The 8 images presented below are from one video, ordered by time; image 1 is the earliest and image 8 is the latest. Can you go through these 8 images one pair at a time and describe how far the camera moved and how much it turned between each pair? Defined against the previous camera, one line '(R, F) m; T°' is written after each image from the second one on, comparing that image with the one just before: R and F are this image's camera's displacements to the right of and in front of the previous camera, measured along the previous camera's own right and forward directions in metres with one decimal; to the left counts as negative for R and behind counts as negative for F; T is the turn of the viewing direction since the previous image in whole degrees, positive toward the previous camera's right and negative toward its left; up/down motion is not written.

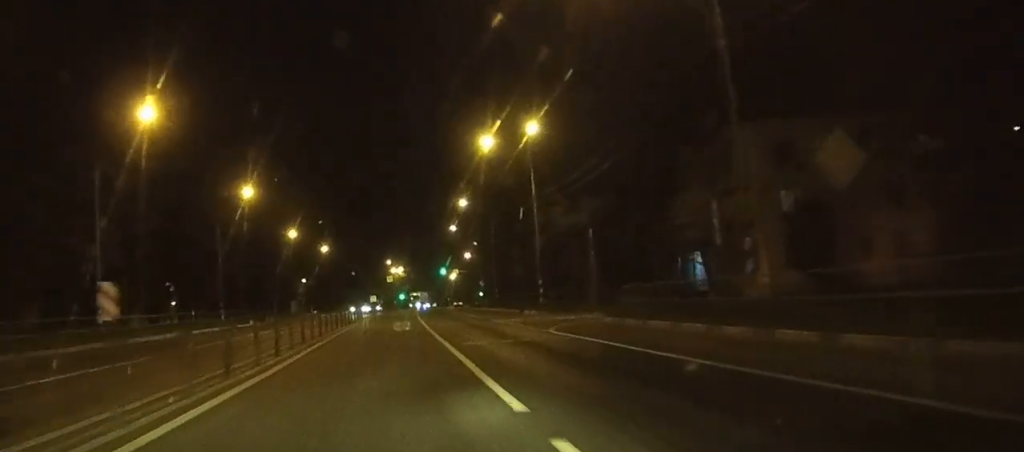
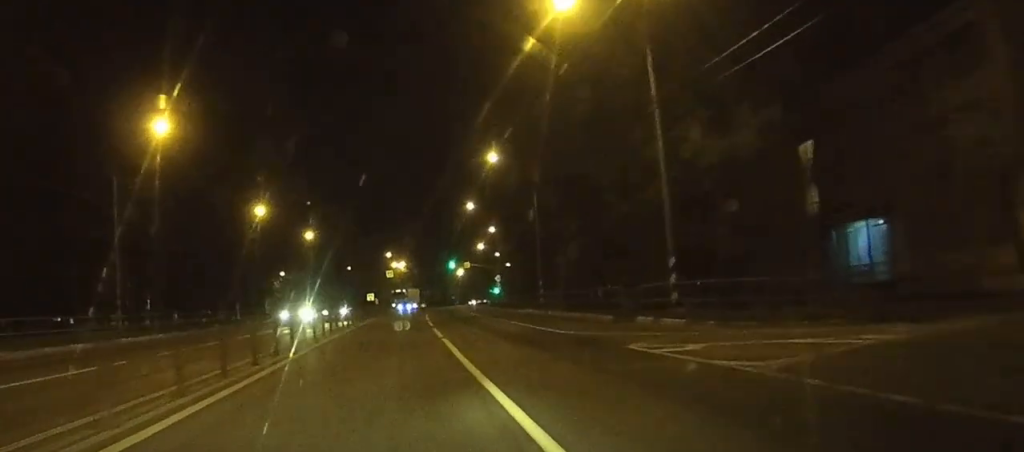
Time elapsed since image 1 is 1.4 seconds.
(+0.1, +26.4) m; 0°
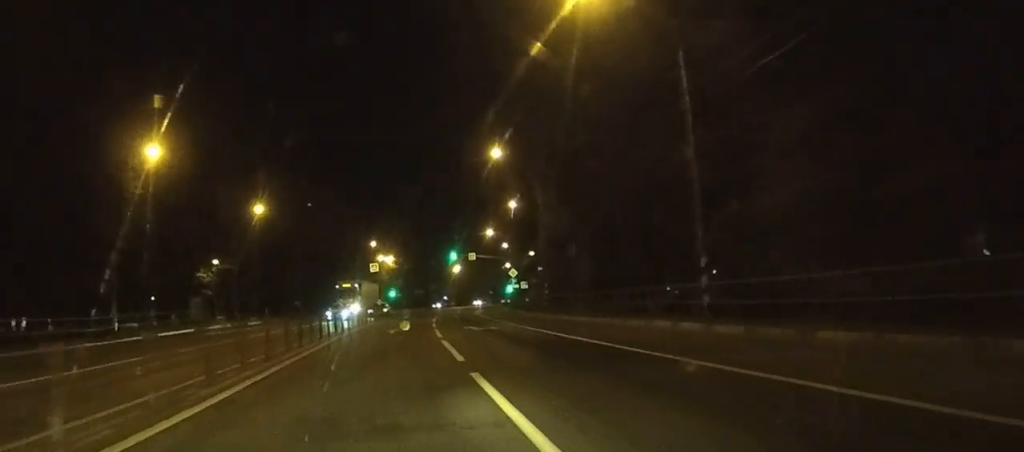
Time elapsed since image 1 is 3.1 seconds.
(+0.2, +33.4) m; 0°
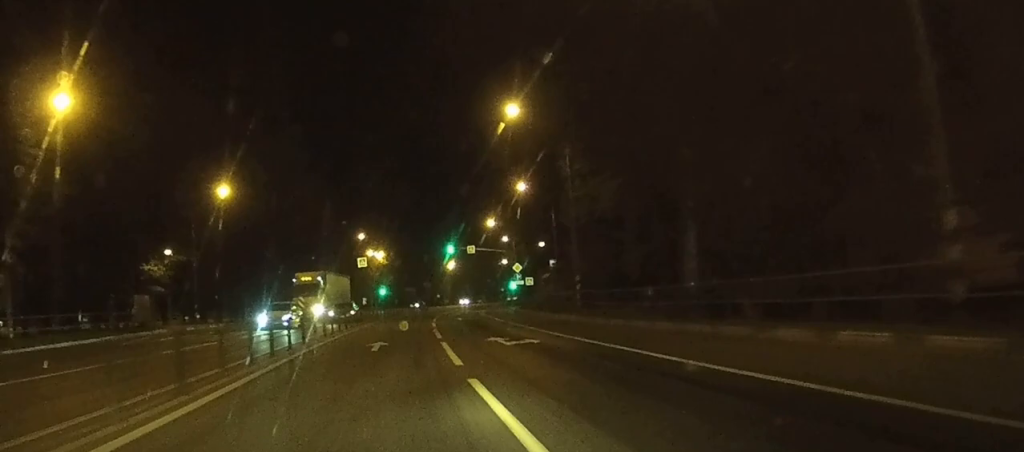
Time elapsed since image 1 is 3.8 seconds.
(0.0, +12.9) m; 0°
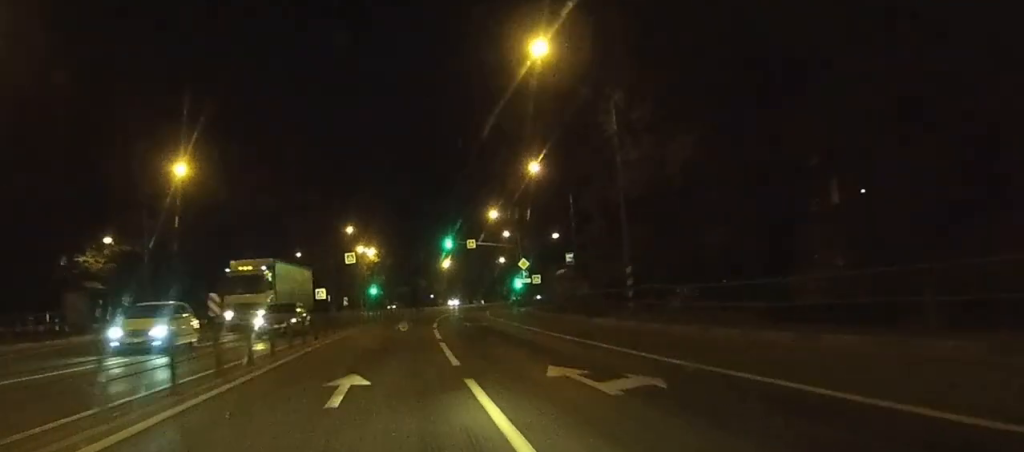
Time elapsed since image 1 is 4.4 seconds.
(-0.1, +11.5) m; +1°
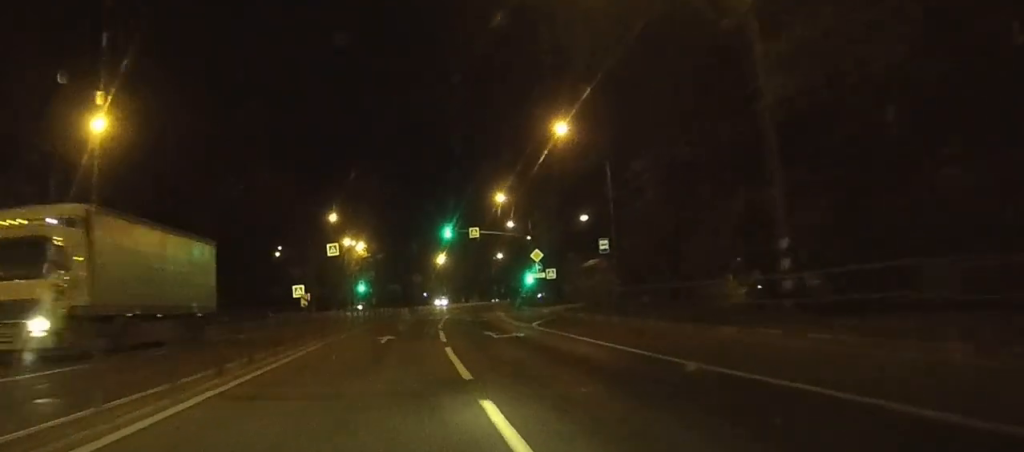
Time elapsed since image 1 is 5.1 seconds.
(+0.2, +14.7) m; +1°
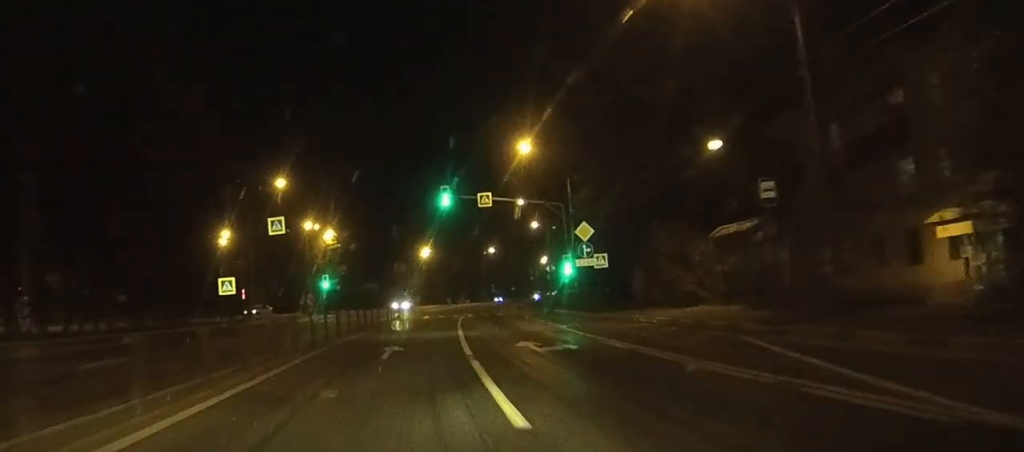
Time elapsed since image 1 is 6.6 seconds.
(+0.3, +28.5) m; +2°
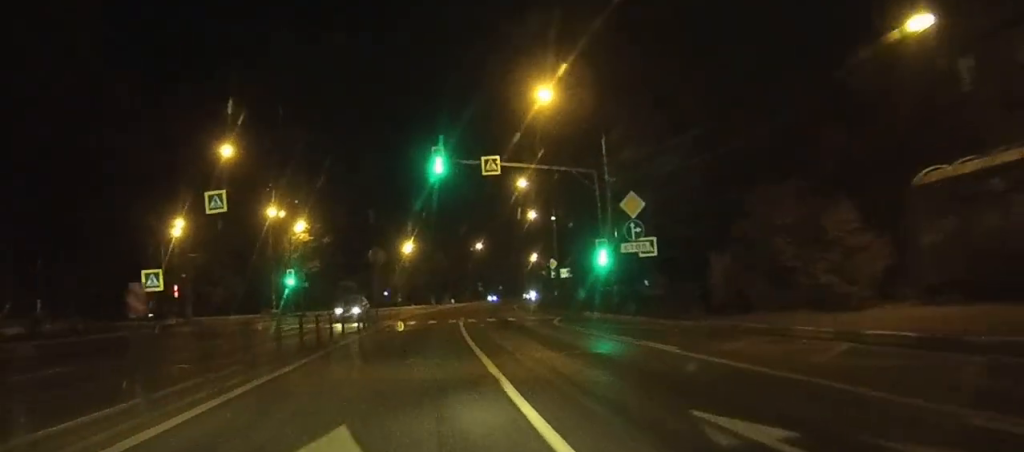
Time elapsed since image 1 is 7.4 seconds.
(+0.4, +15.0) m; +2°
